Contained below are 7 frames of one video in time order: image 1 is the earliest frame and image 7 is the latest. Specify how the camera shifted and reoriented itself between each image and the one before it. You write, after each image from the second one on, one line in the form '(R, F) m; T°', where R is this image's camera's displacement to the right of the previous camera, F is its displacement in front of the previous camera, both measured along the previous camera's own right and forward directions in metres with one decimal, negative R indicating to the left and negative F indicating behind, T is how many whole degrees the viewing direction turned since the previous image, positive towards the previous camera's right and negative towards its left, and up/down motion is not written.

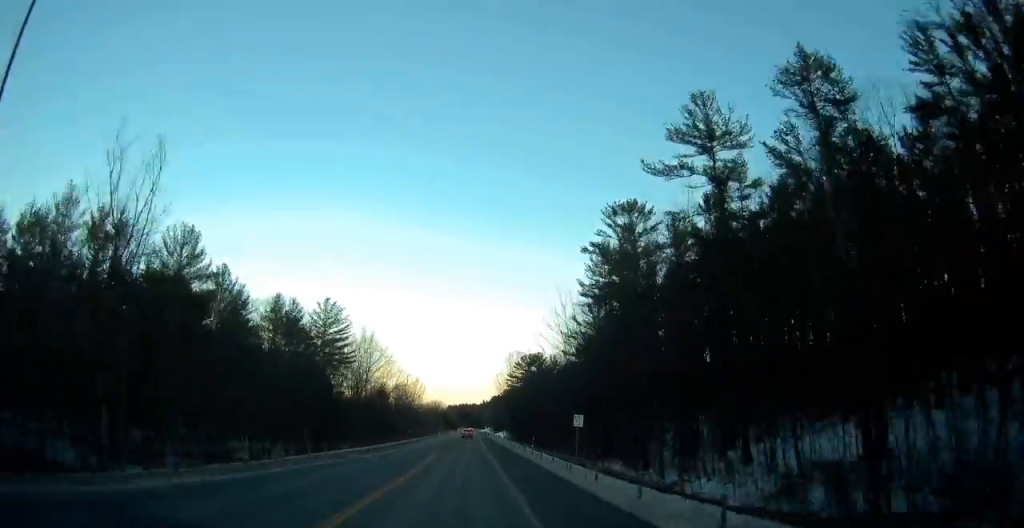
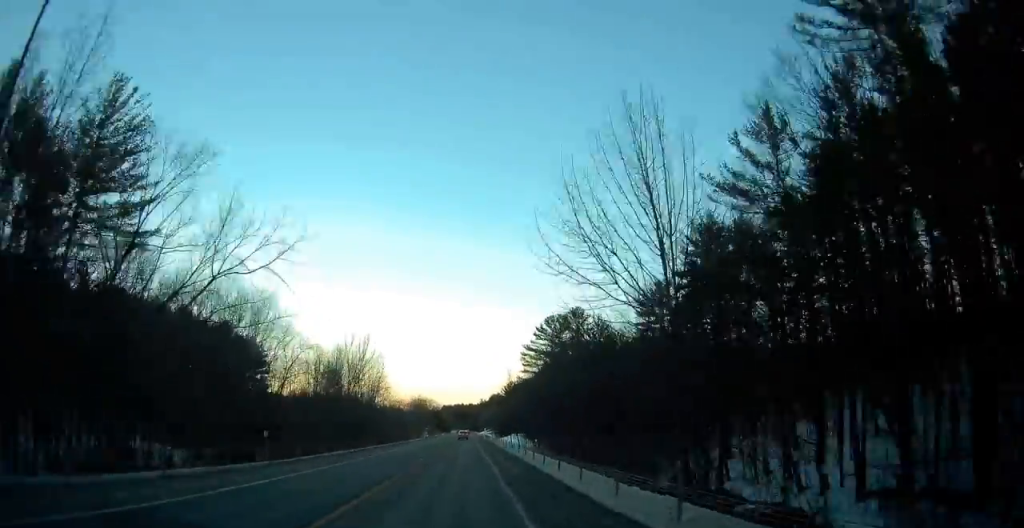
(-0.2, +62.0) m; 0°
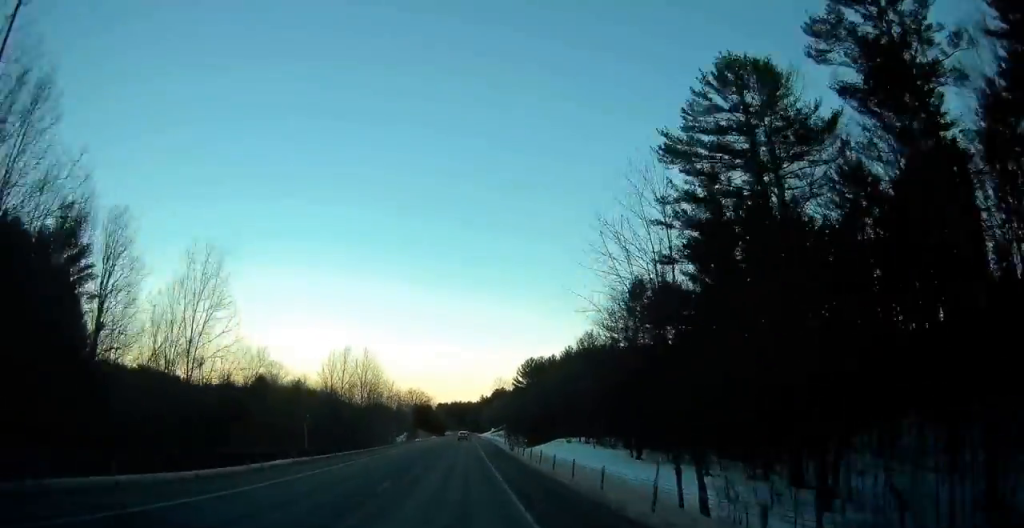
(+0.5, +81.7) m; 0°
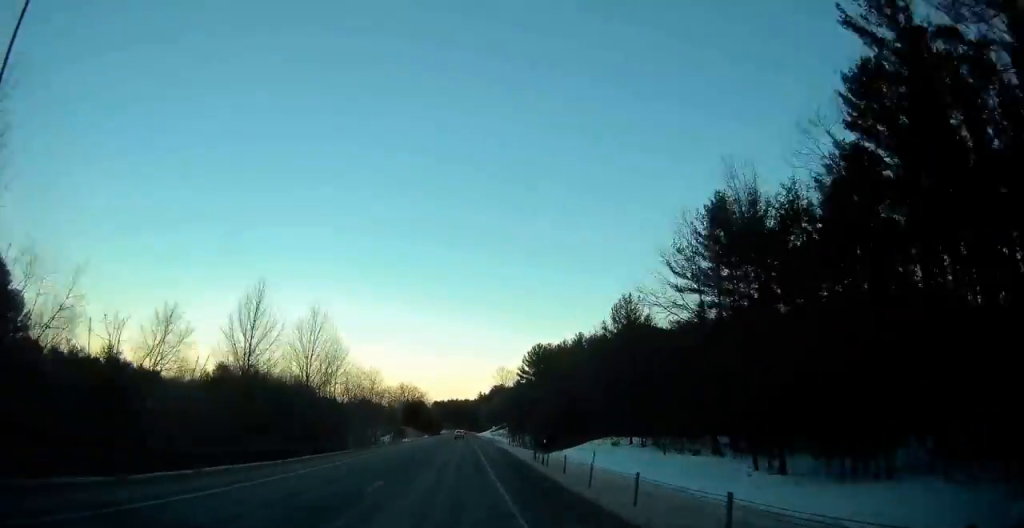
(+0.2, +23.7) m; 0°
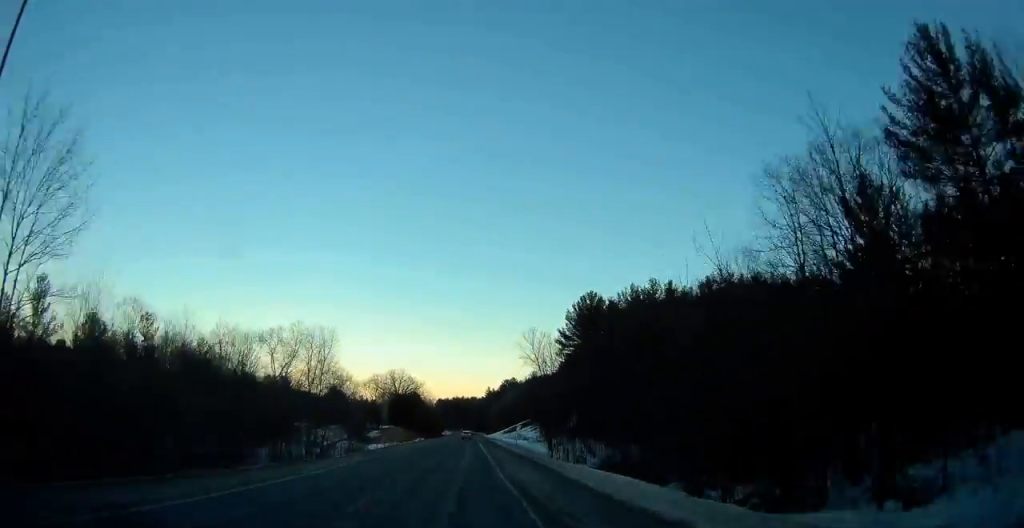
(-0.8, +51.4) m; 0°
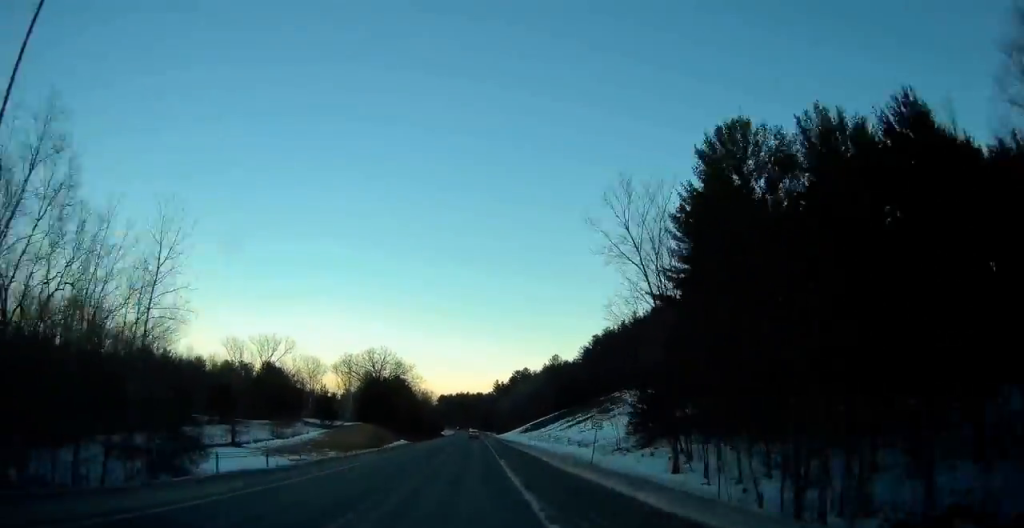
(+0.5, +50.0) m; 0°
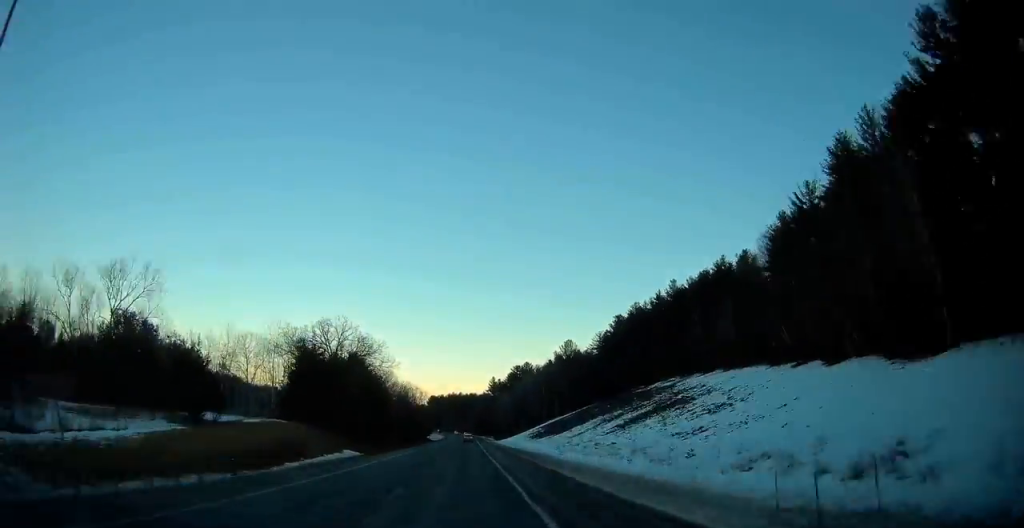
(0.0, +41.4) m; 0°
